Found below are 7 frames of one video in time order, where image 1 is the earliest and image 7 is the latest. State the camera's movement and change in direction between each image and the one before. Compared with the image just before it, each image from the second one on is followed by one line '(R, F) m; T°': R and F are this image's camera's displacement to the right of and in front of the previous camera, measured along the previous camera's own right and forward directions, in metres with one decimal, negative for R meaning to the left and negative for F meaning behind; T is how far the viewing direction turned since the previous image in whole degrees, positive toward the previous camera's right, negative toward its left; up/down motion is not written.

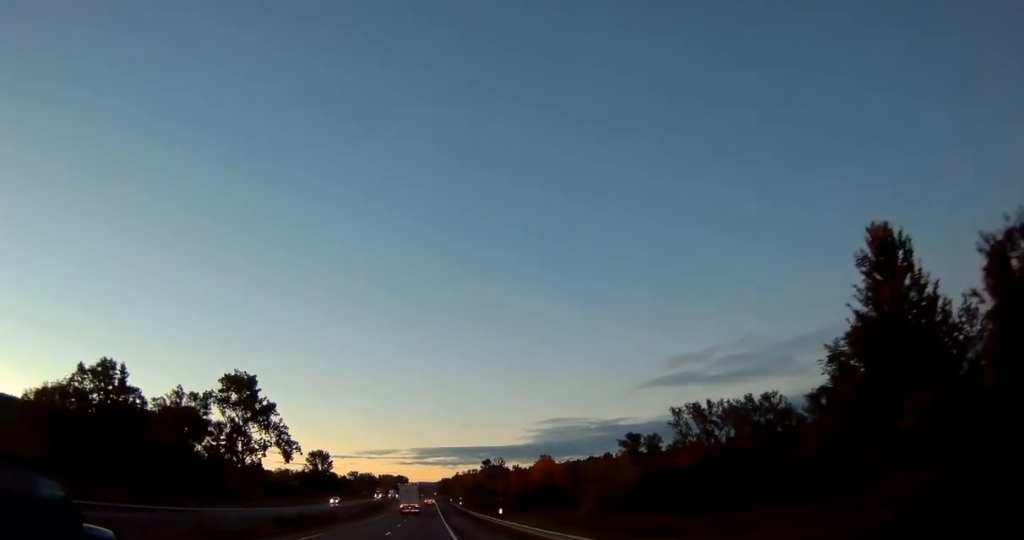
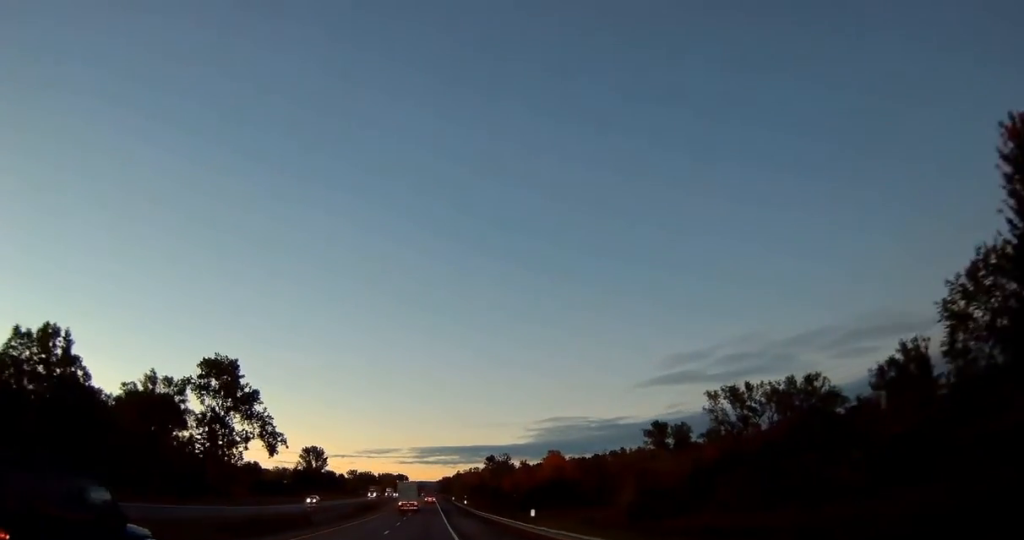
(0.0, +13.6) m; 0°
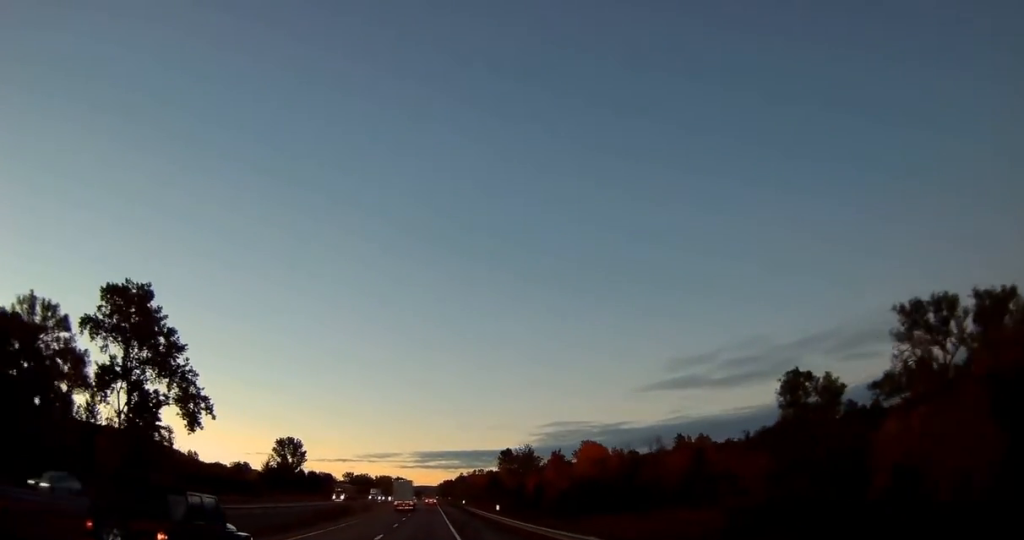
(0.0, +40.9) m; 0°
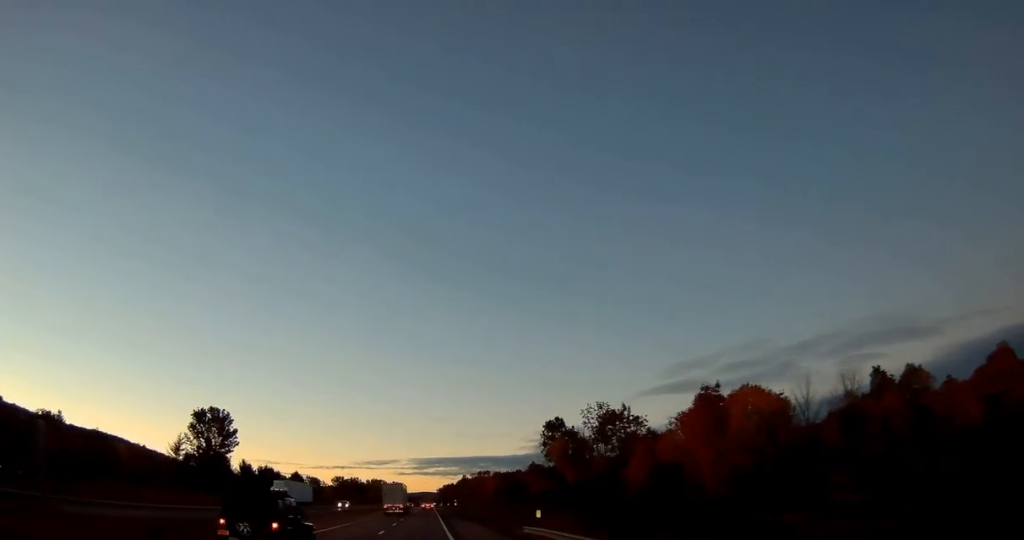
(-0.1, +68.2) m; 0°
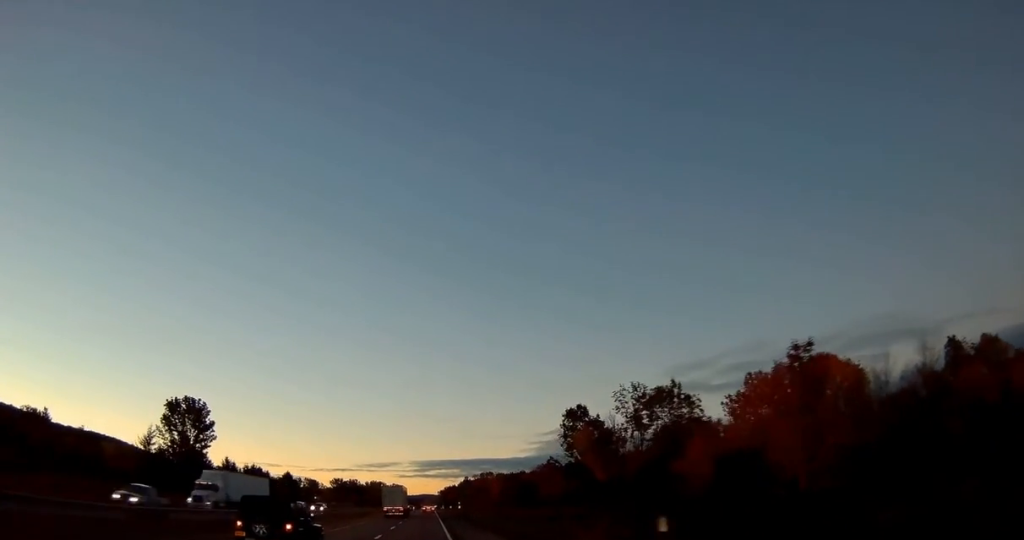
(0.0, +14.8) m; 0°
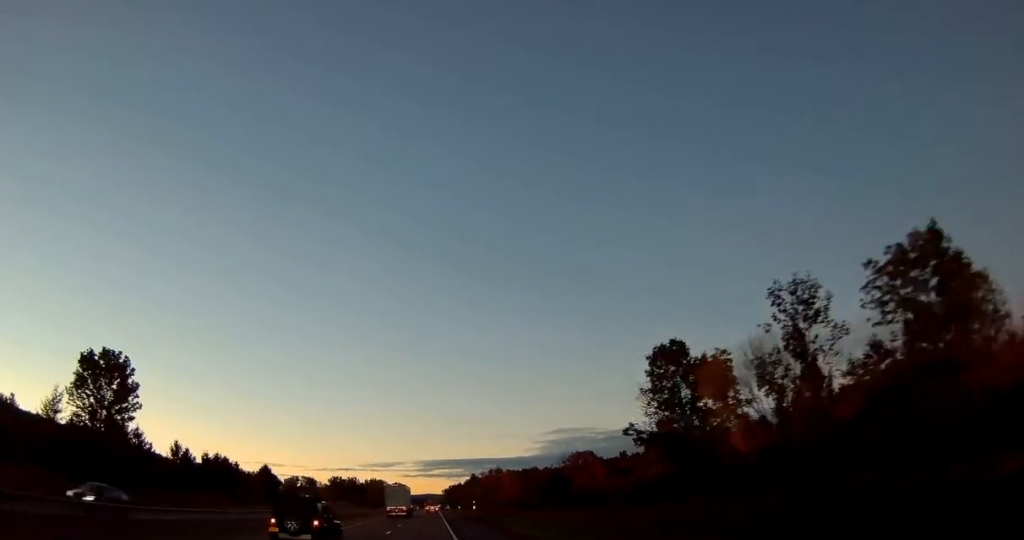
(0.0, +33.2) m; 0°
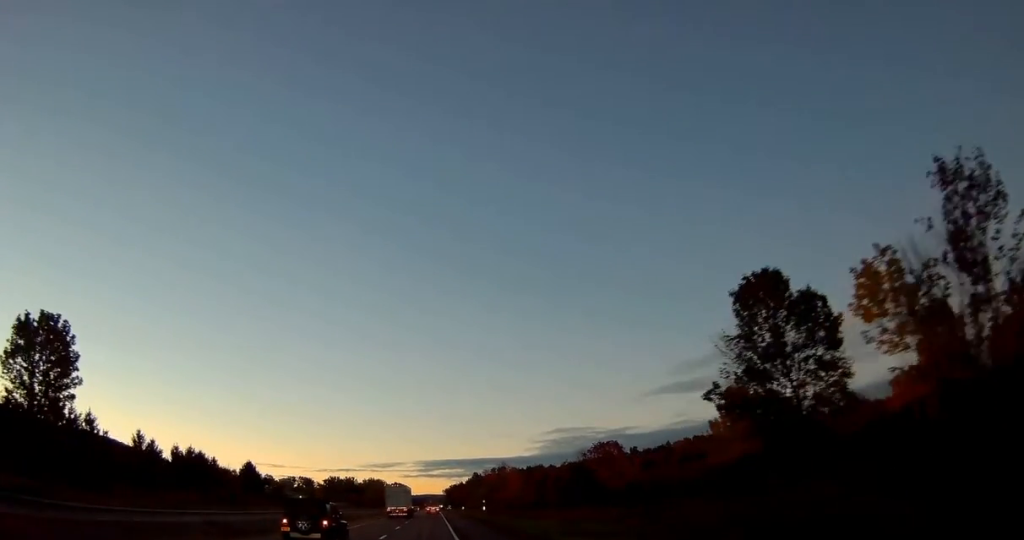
(0.0, +16.0) m; 0°
